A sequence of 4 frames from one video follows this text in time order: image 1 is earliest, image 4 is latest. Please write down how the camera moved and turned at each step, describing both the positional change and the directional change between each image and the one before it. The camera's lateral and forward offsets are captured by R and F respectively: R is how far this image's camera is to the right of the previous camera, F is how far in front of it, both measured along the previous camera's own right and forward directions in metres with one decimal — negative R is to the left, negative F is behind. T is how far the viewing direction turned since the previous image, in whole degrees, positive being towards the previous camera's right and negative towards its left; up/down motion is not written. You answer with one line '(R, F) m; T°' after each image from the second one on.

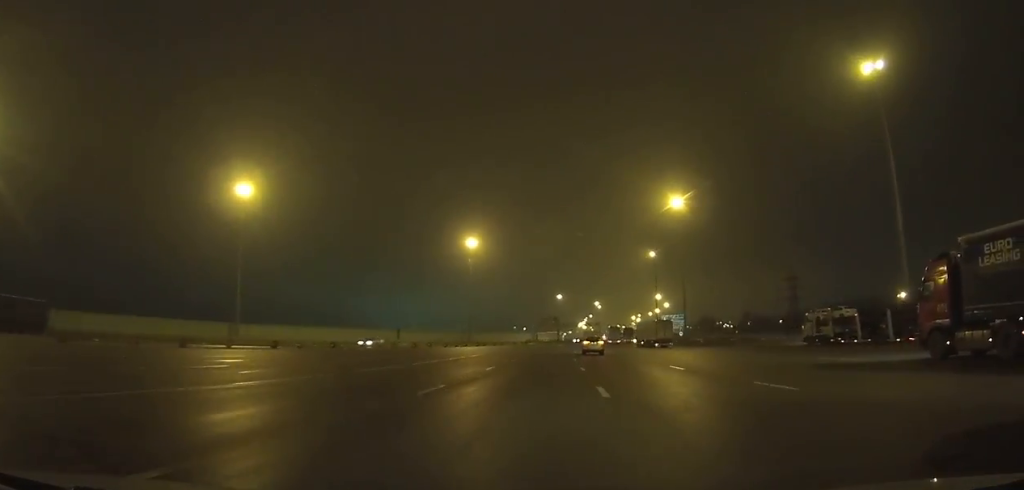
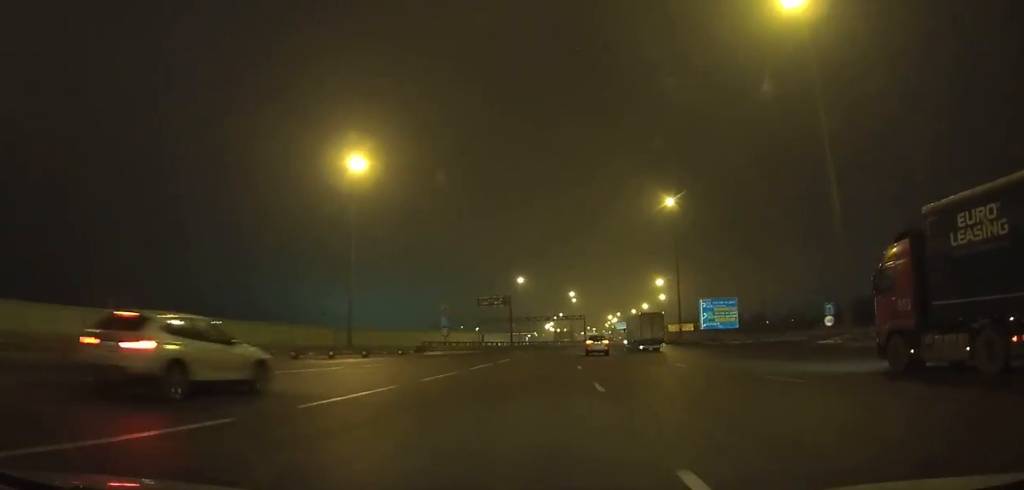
(+3.3, +84.2) m; +5°
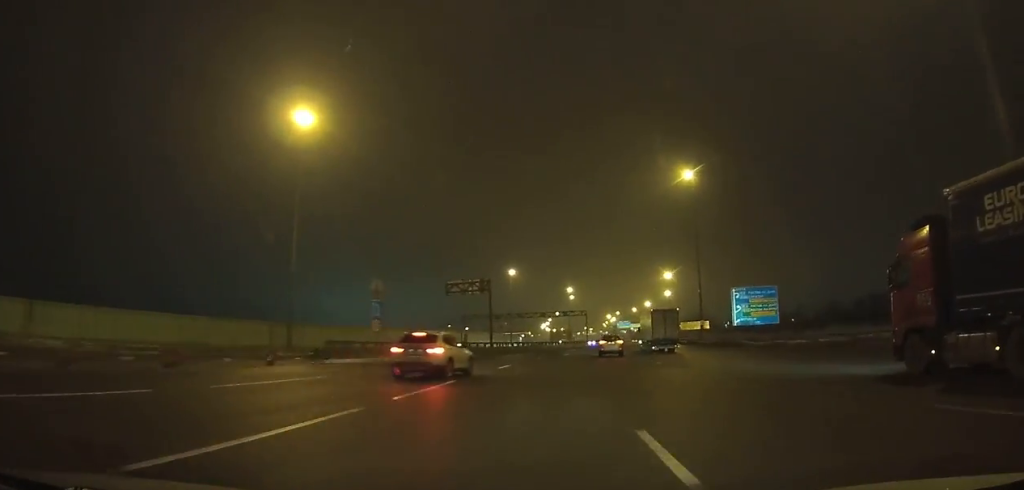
(0.0, +21.6) m; +2°
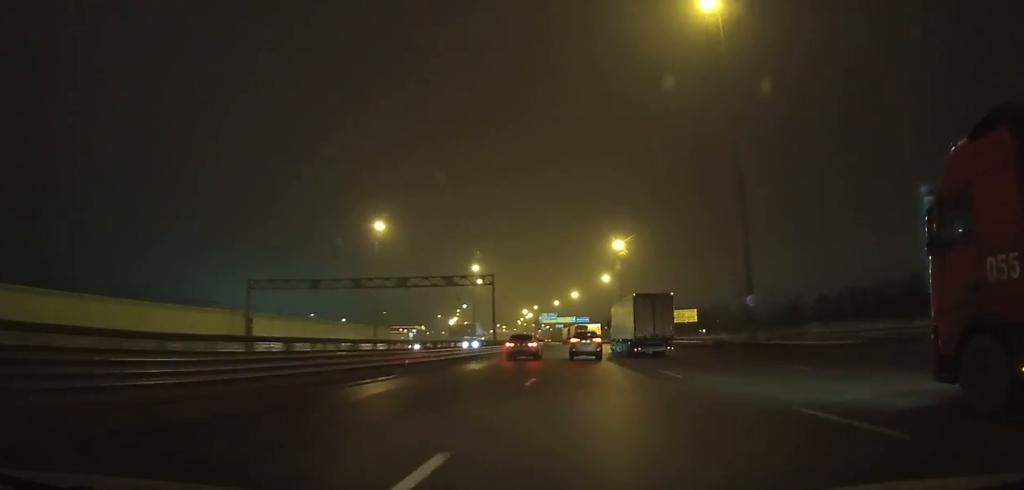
(+2.4, +59.4) m; +4°
